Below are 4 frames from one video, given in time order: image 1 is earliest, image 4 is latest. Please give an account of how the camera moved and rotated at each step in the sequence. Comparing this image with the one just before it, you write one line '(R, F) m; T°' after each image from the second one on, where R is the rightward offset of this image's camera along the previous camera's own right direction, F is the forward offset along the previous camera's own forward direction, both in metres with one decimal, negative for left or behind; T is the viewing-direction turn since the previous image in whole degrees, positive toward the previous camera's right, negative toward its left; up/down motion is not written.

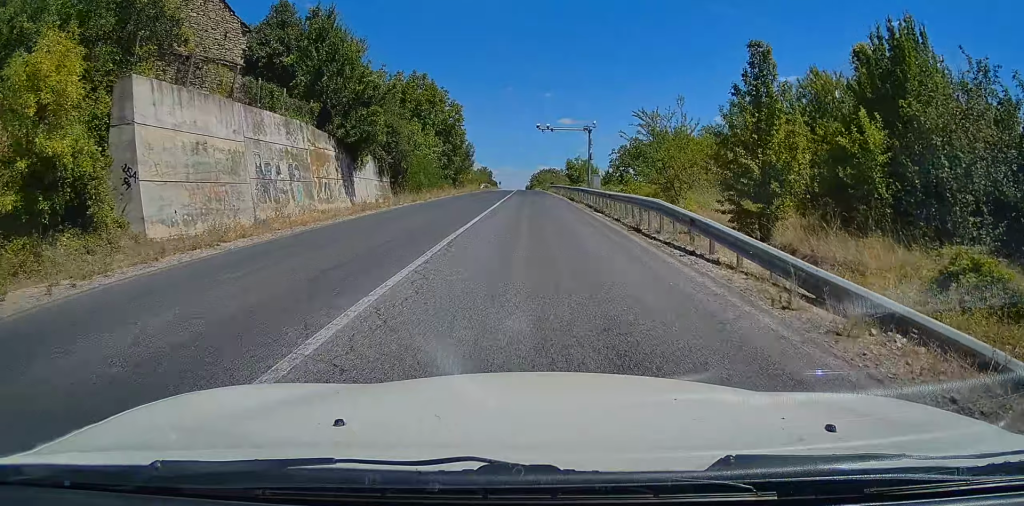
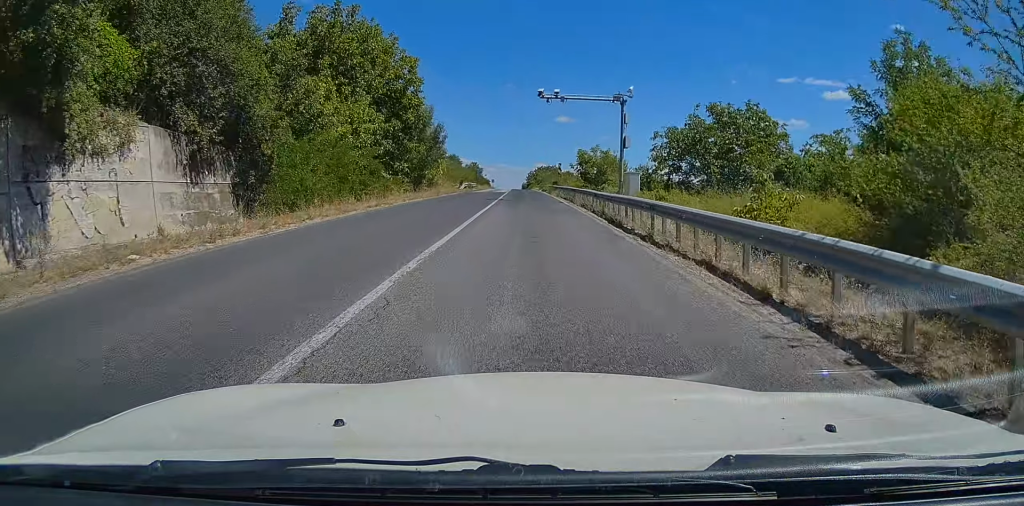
(-0.3, +20.8) m; 0°
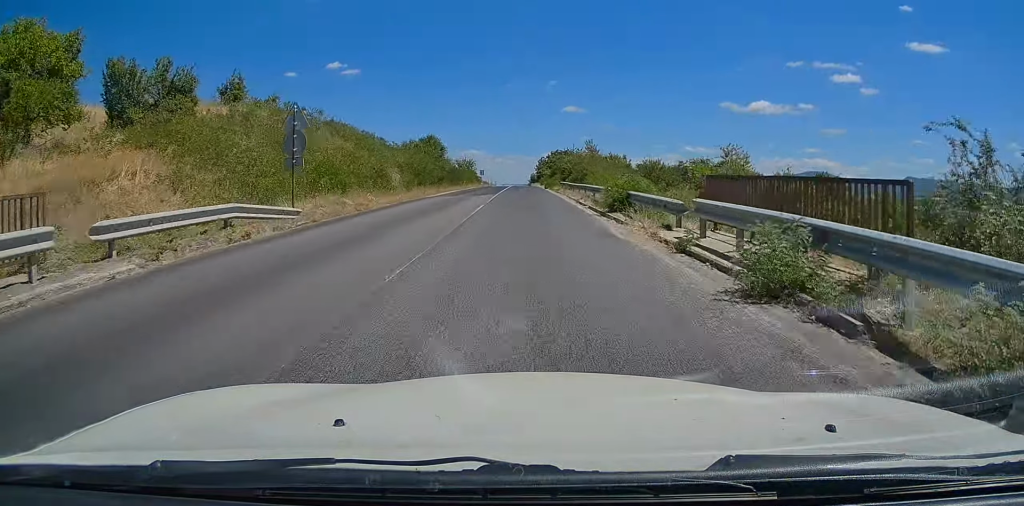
(+0.3, +68.7) m; 0°
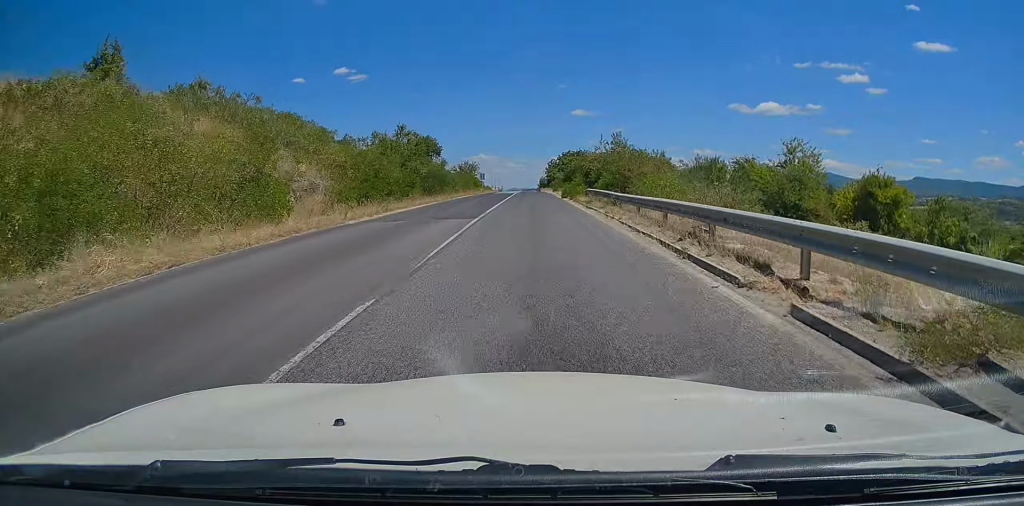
(0.0, +18.0) m; 0°
